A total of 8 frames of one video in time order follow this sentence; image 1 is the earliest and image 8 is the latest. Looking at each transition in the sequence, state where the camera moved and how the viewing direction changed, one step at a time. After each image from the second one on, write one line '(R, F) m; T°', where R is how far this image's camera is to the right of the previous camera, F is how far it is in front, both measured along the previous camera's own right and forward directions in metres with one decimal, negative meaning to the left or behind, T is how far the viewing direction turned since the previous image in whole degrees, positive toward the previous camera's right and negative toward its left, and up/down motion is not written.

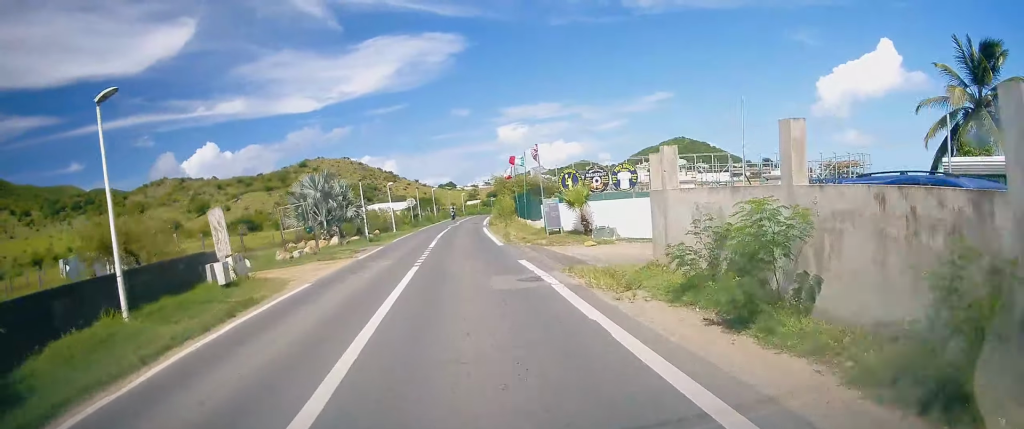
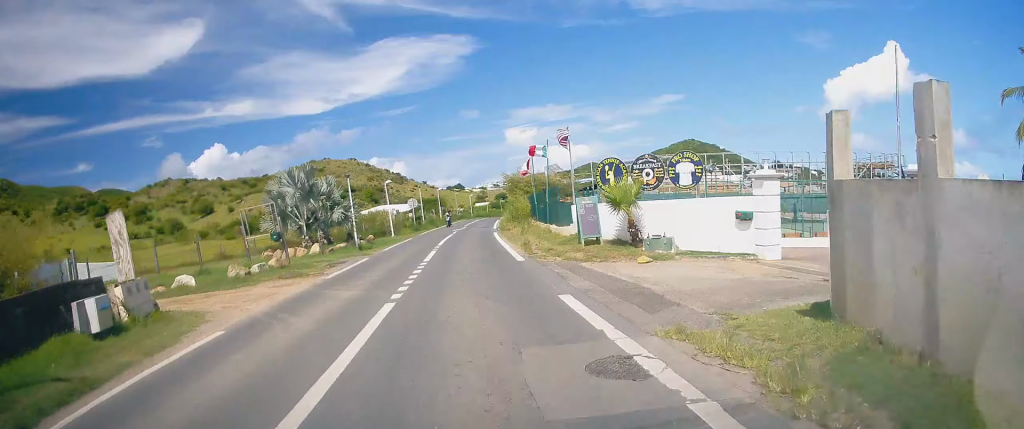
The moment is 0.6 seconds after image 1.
(-0.2, +6.0) m; -3°
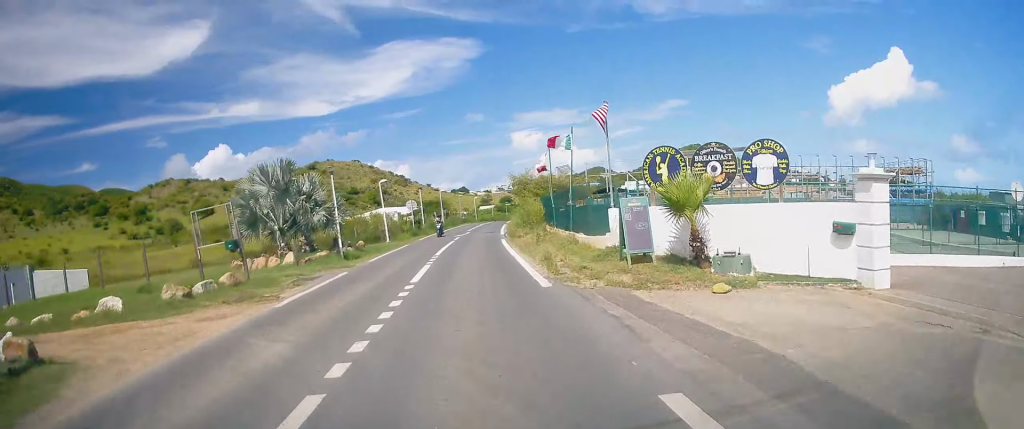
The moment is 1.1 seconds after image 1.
(0.0, +4.7) m; -2°
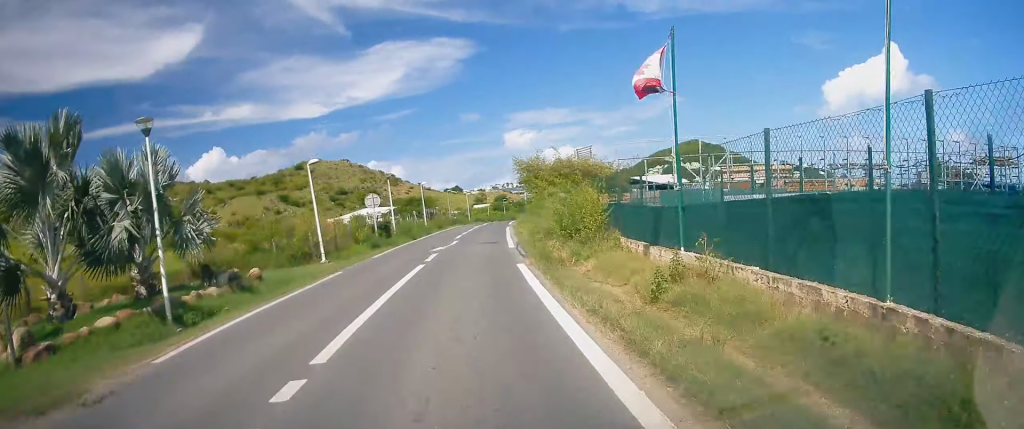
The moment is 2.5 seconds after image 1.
(-0.7, +15.8) m; -1°
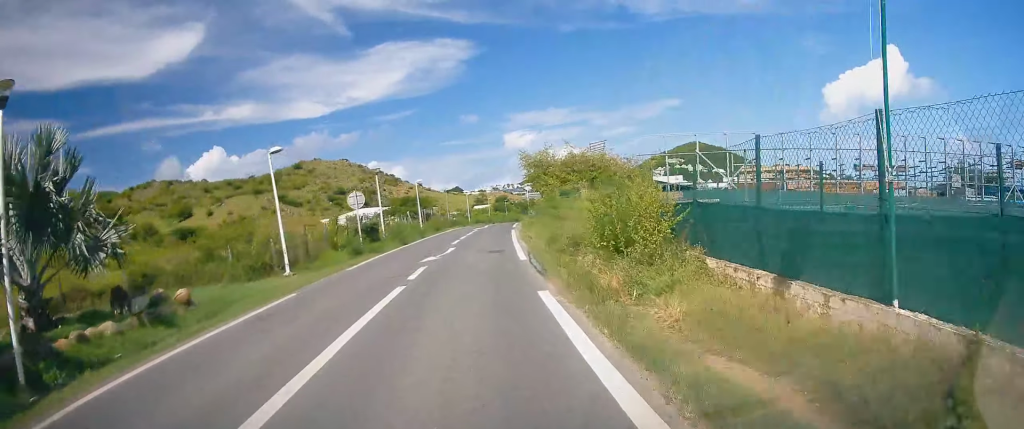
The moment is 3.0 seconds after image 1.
(-0.2, +4.8) m; +2°
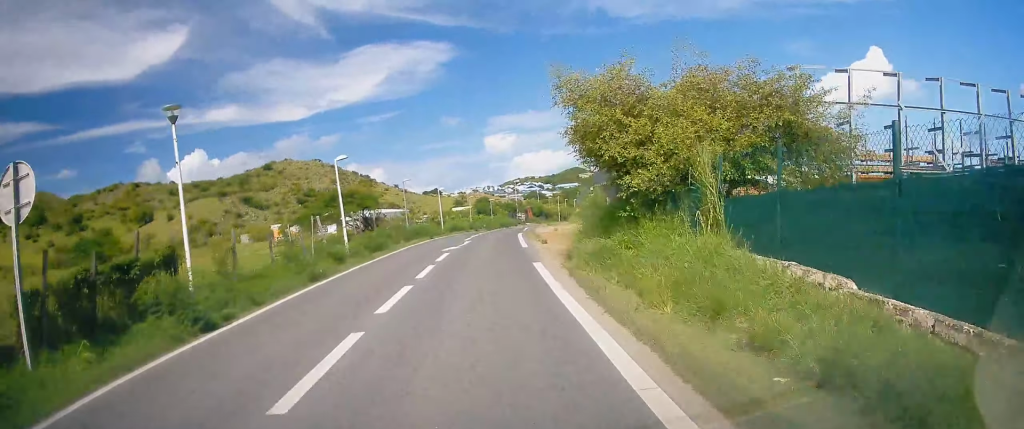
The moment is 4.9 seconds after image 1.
(+0.9, +22.1) m; +2°
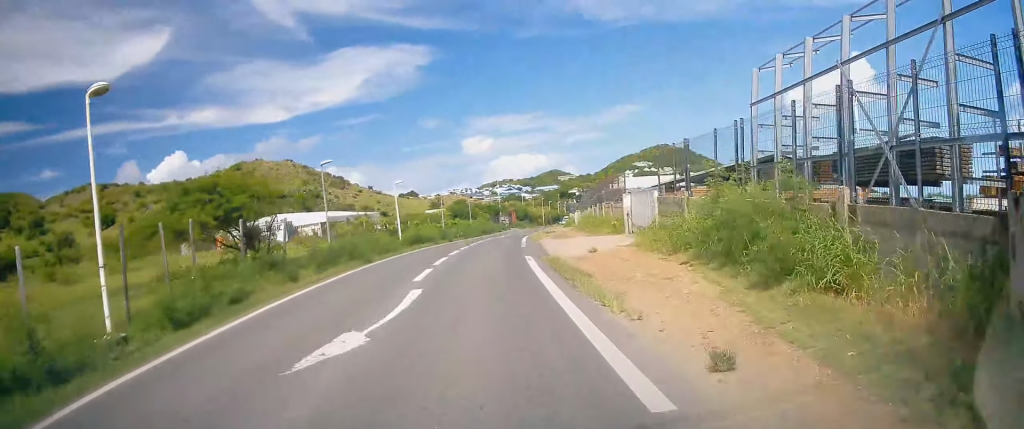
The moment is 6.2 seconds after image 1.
(+0.5, +16.3) m; +1°
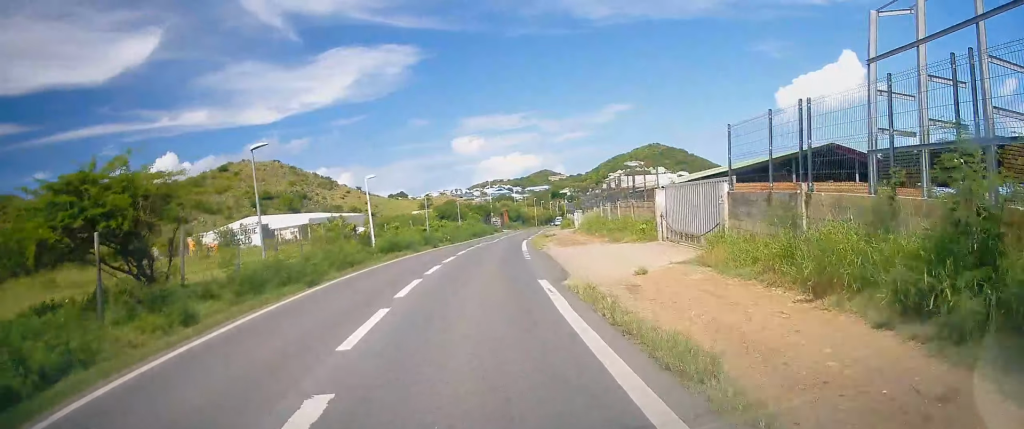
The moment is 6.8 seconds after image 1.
(-0.3, +6.5) m; 0°
